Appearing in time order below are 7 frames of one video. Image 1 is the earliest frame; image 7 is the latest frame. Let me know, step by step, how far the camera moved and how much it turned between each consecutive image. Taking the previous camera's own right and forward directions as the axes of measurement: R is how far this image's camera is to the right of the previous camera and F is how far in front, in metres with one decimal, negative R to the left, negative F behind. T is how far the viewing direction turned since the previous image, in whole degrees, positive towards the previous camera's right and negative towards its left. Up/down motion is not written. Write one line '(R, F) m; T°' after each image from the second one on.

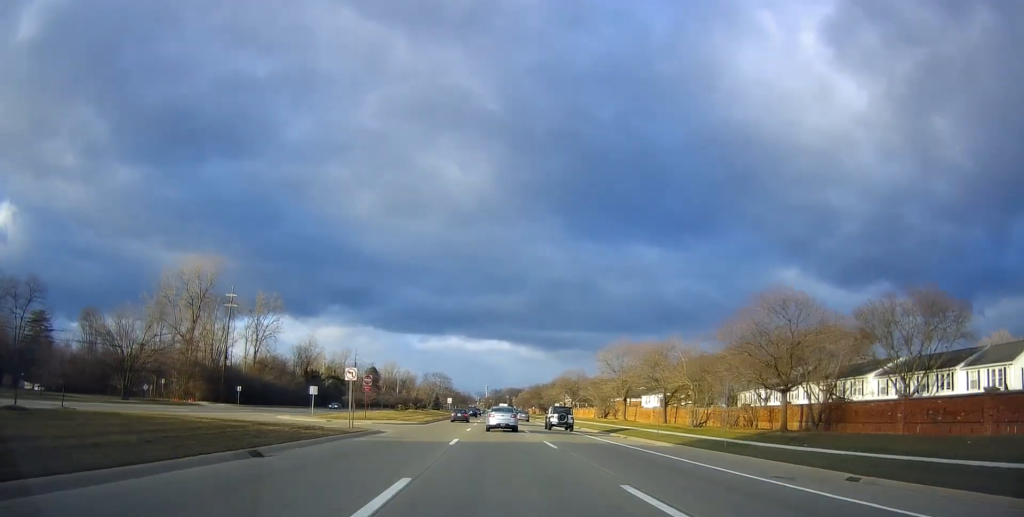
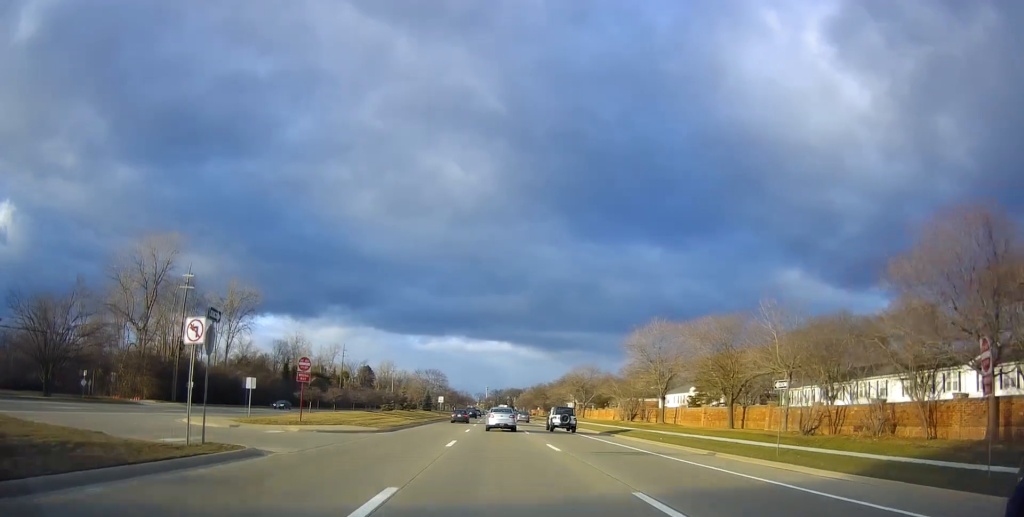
(-0.2, +16.2) m; 0°
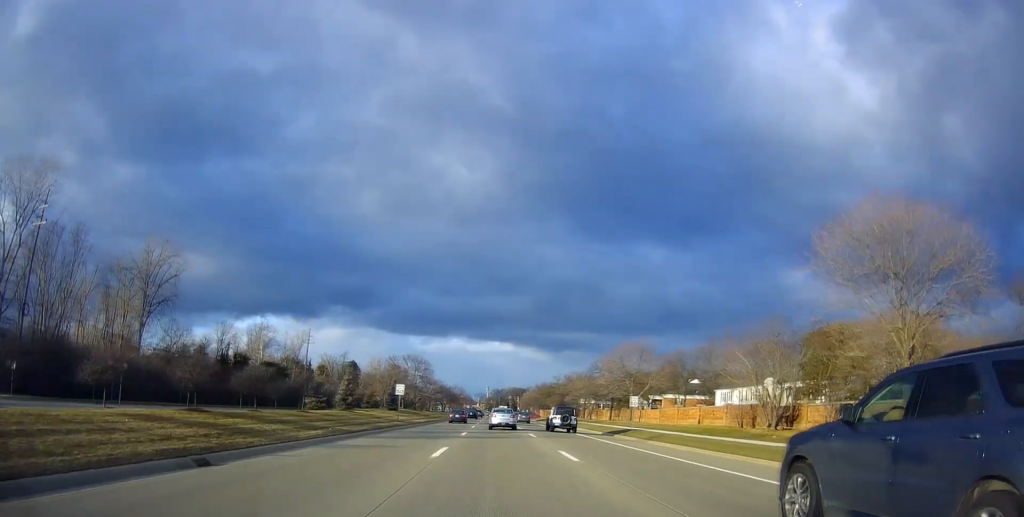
(+0.6, +35.6) m; 0°
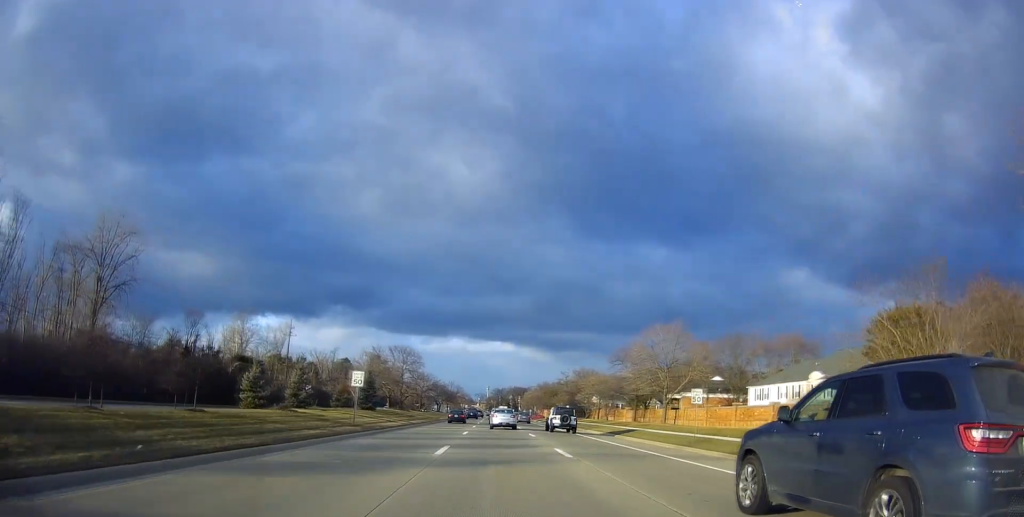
(0.0, +13.9) m; 0°
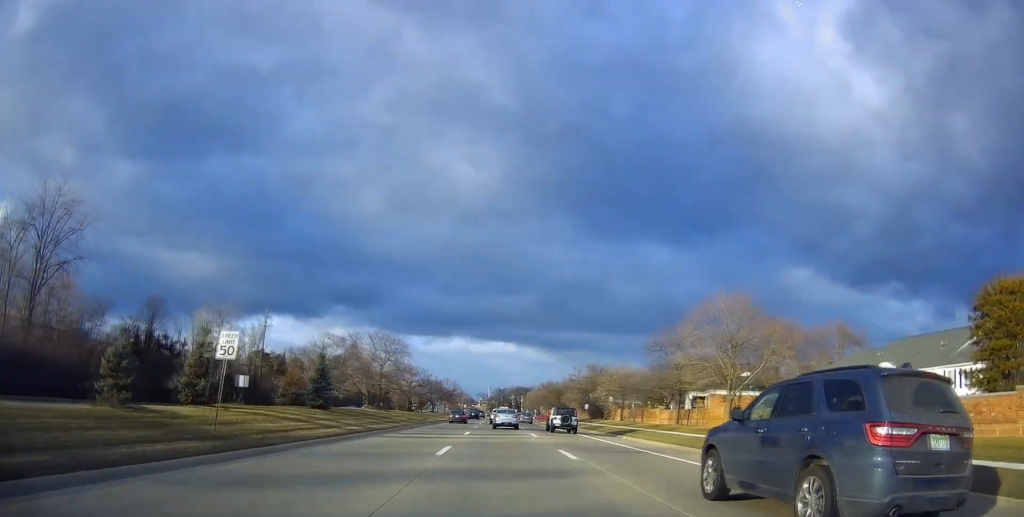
(-0.3, +15.5) m; 0°
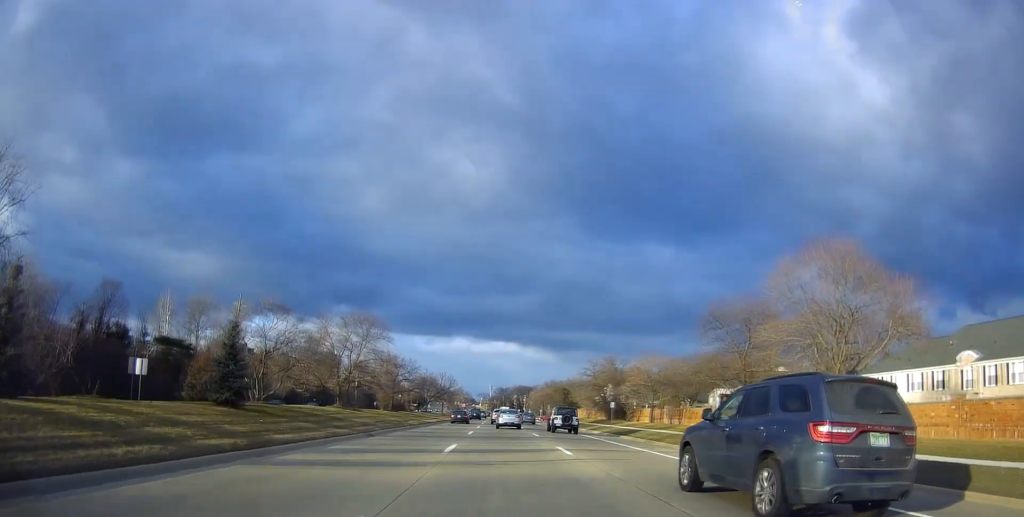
(+0.2, +14.1) m; 0°
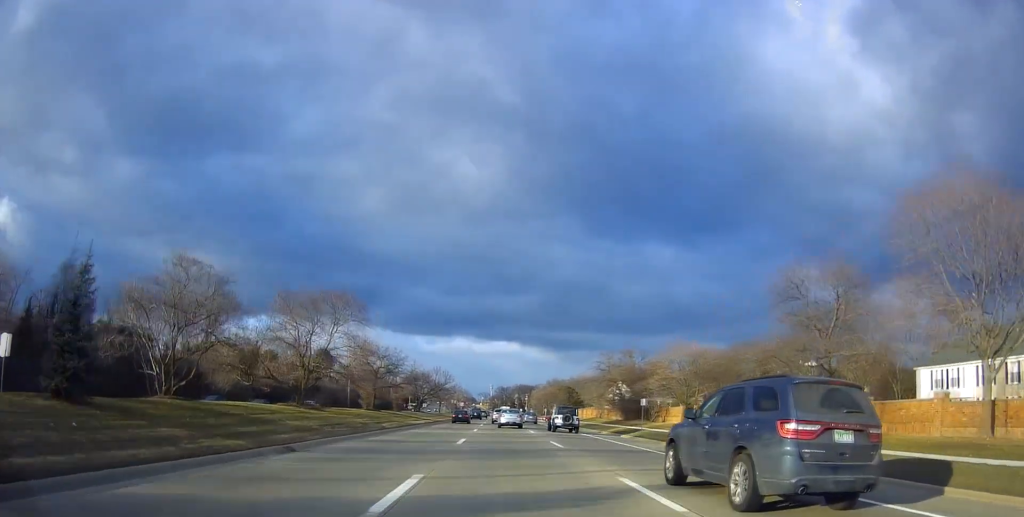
(+0.2, +11.0) m; 0°
